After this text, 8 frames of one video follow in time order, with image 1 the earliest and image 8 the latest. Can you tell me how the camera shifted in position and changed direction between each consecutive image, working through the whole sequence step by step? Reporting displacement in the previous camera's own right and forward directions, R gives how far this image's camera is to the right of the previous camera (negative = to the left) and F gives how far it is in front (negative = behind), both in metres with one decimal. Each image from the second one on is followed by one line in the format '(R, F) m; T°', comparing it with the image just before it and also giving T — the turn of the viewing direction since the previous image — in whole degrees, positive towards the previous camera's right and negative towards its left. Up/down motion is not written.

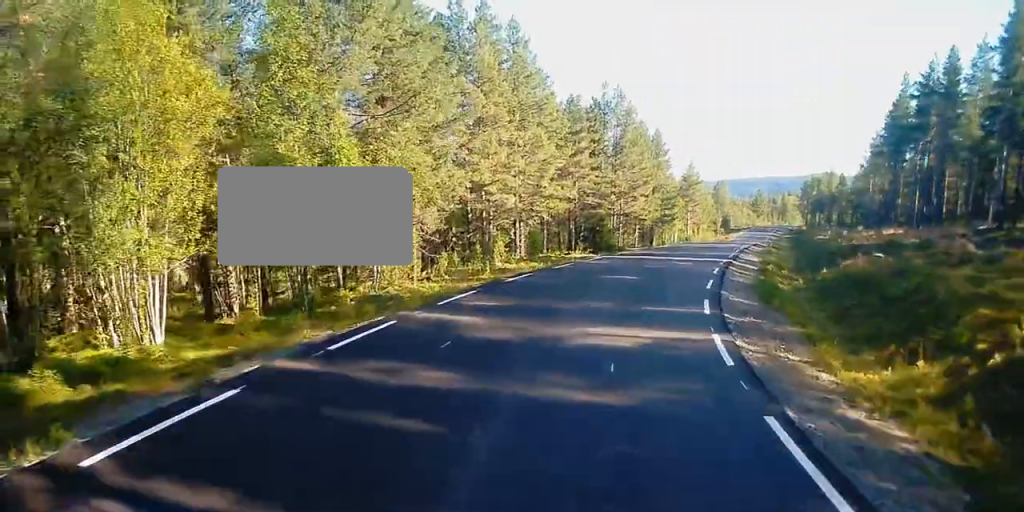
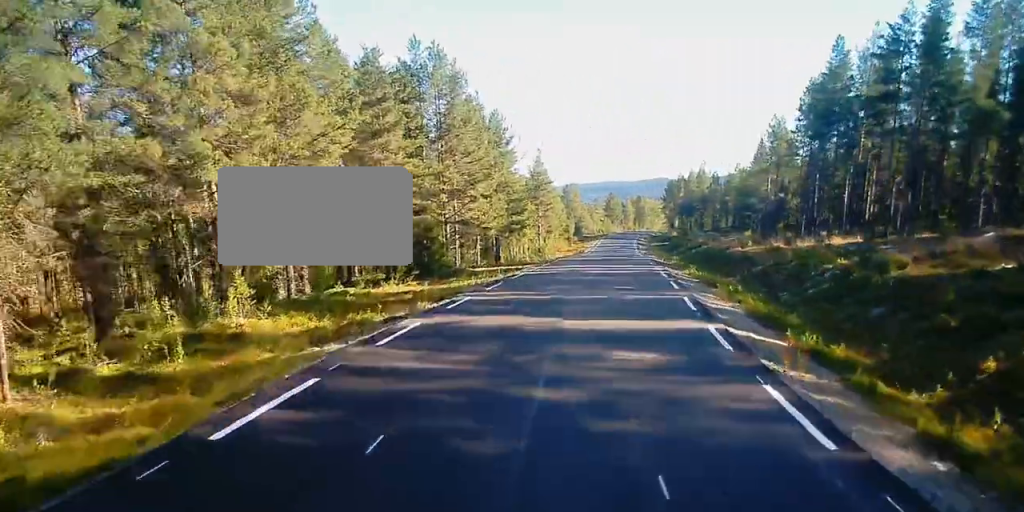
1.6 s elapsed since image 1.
(+2.6, +21.6) m; +11°
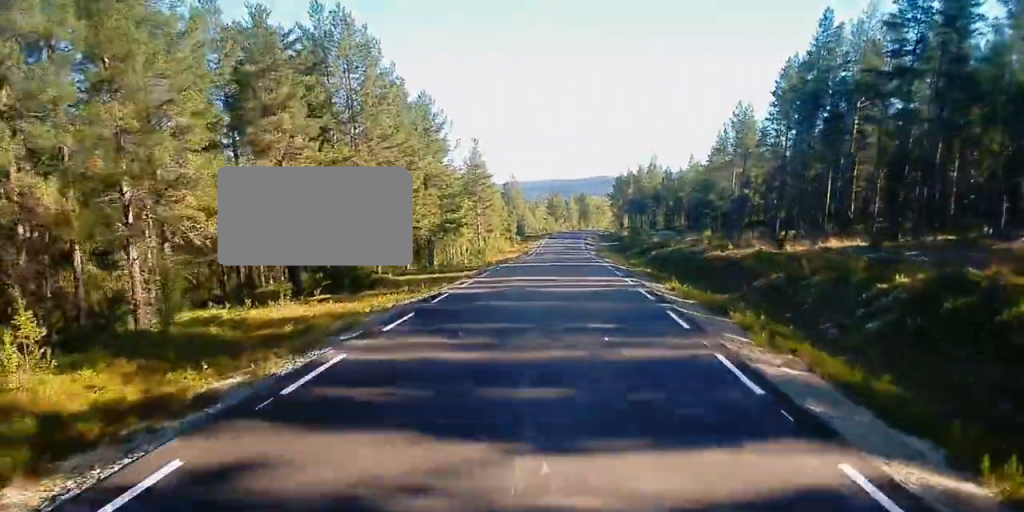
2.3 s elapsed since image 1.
(+0.3, +9.4) m; +3°
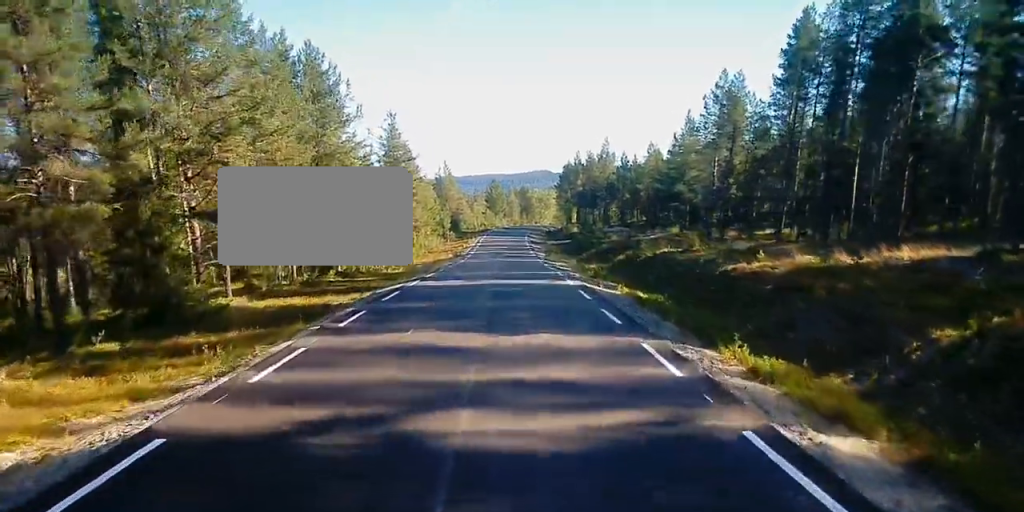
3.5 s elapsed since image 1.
(+0.6, +16.9) m; +4°
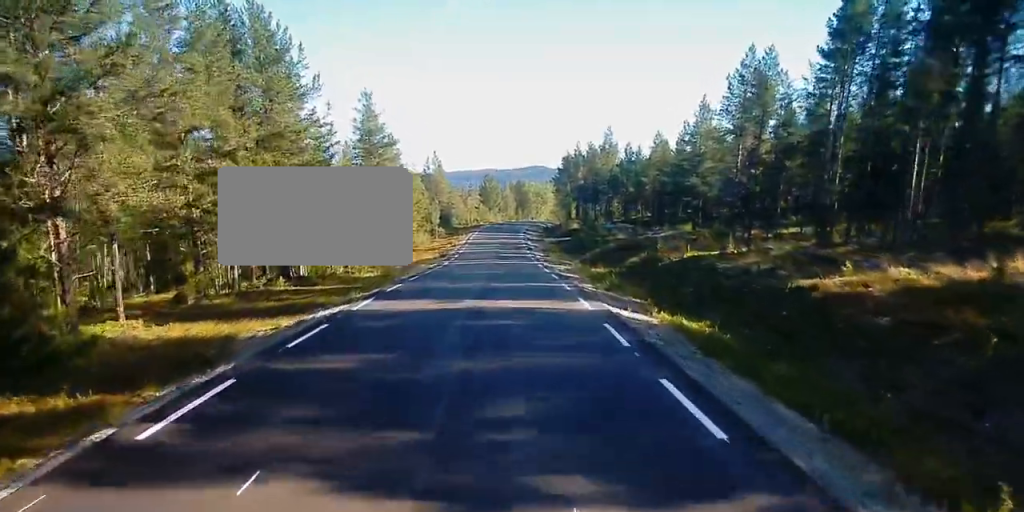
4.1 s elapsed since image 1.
(+0.4, +9.1) m; +2°
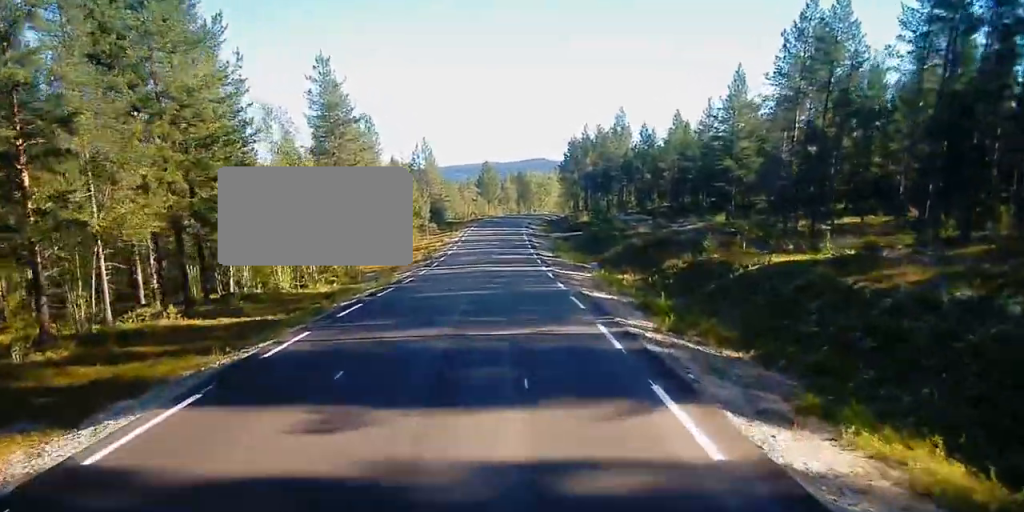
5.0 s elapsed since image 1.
(-0.2, +12.9) m; -2°
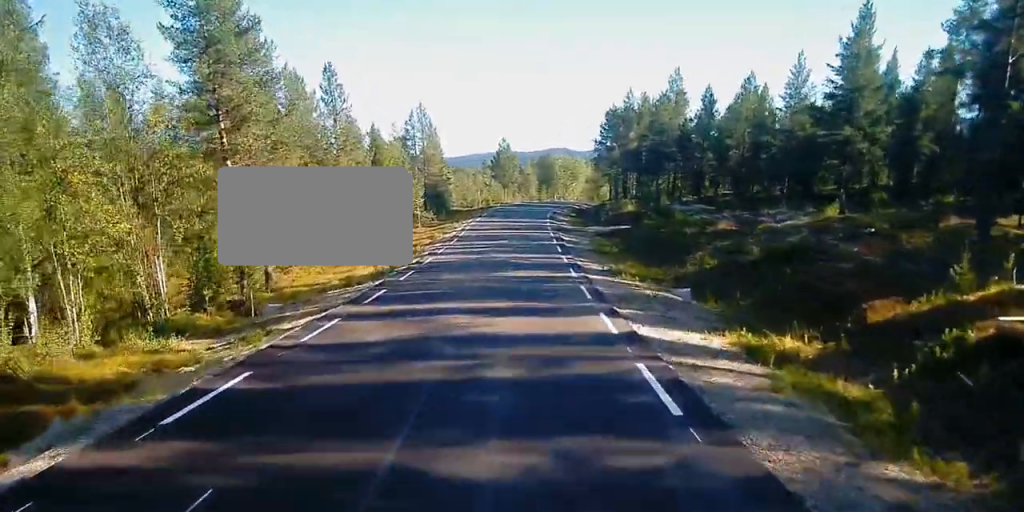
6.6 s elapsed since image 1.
(-0.6, +22.4) m; -1°
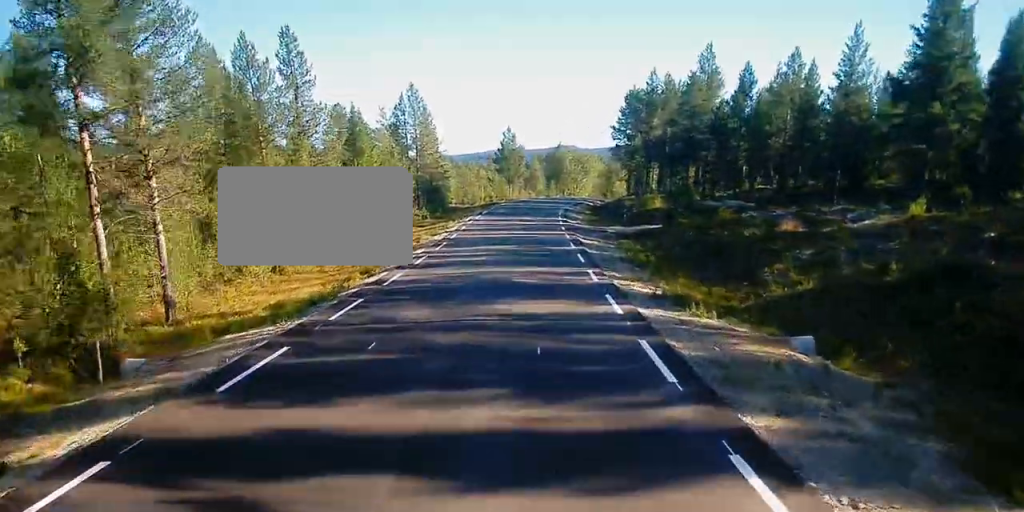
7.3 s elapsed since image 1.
(0.0, +10.6) m; +1°
